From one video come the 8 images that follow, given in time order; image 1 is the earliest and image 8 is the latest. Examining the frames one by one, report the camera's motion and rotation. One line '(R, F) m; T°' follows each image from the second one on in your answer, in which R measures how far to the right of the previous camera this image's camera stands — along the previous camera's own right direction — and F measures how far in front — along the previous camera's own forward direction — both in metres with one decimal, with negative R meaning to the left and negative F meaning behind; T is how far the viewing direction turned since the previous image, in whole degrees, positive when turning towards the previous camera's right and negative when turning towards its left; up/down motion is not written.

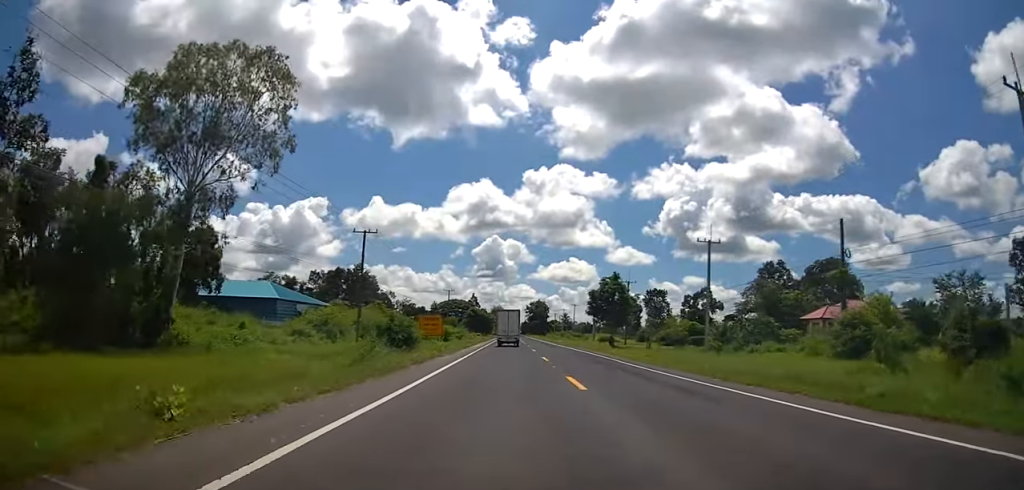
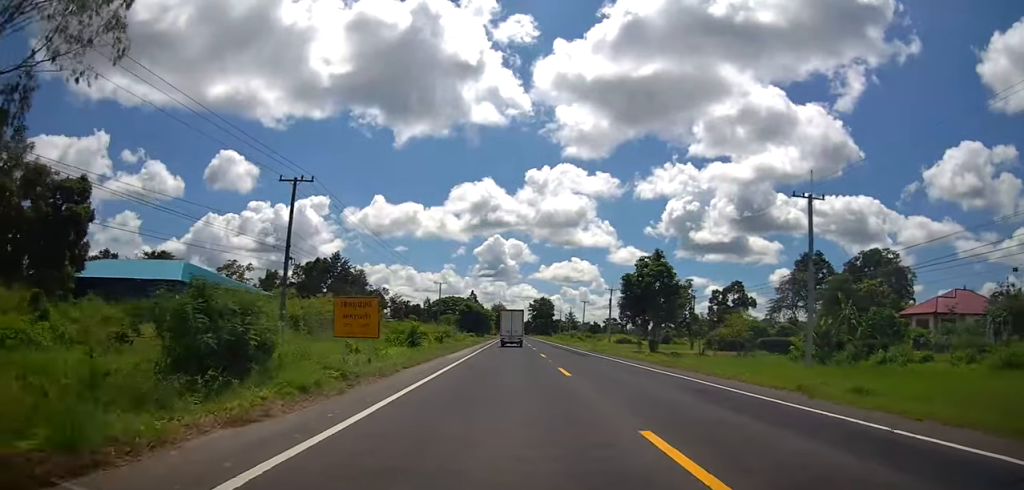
(0.0, +20.1) m; 0°
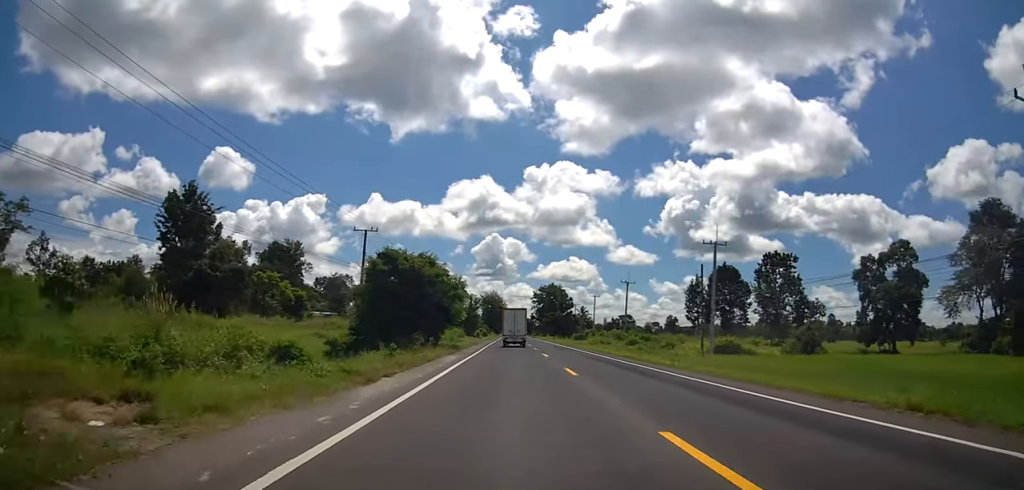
(0.0, +60.5) m; 0°
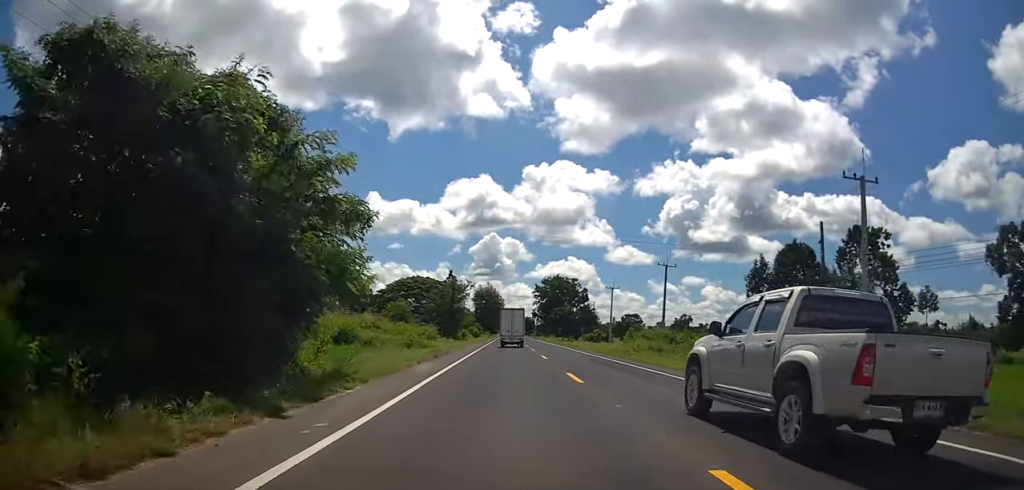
(-0.4, +25.8) m; -2°
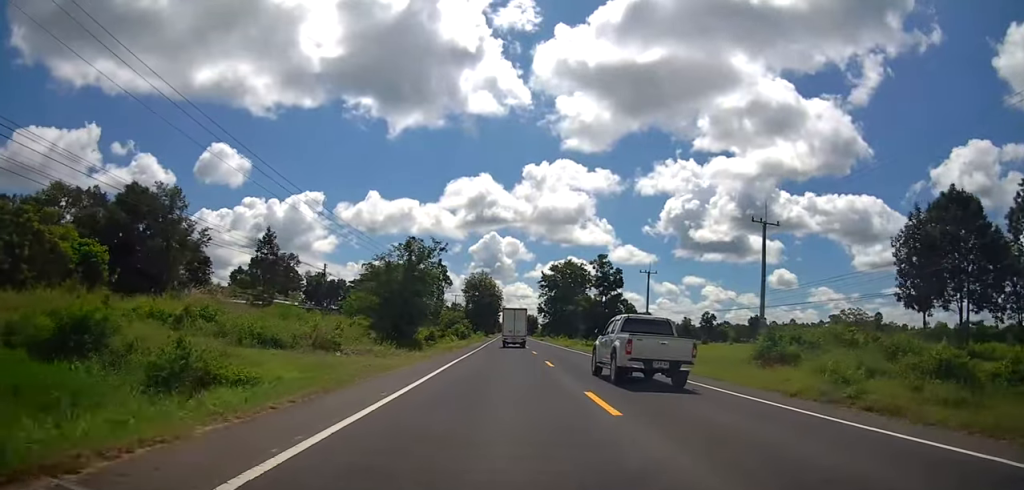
(+0.1, +29.4) m; +2°
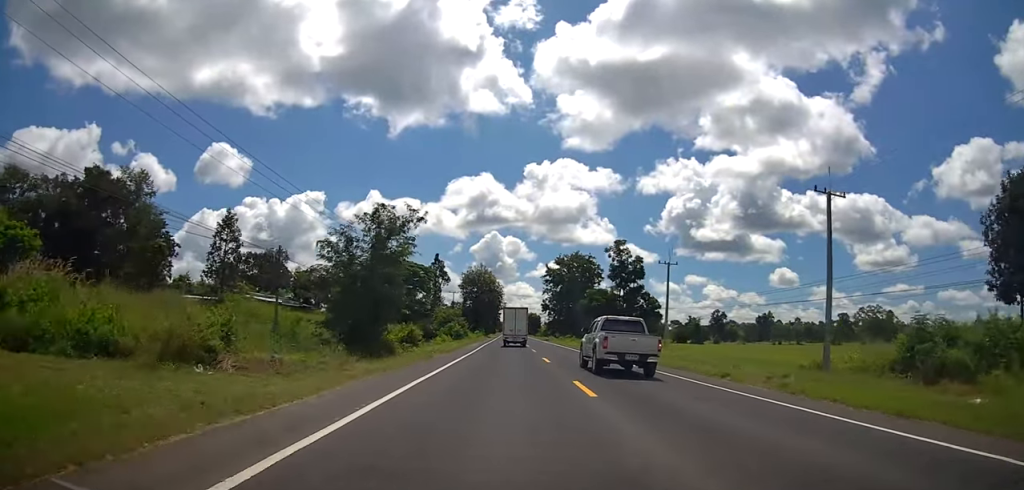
(+0.1, +9.8) m; +1°
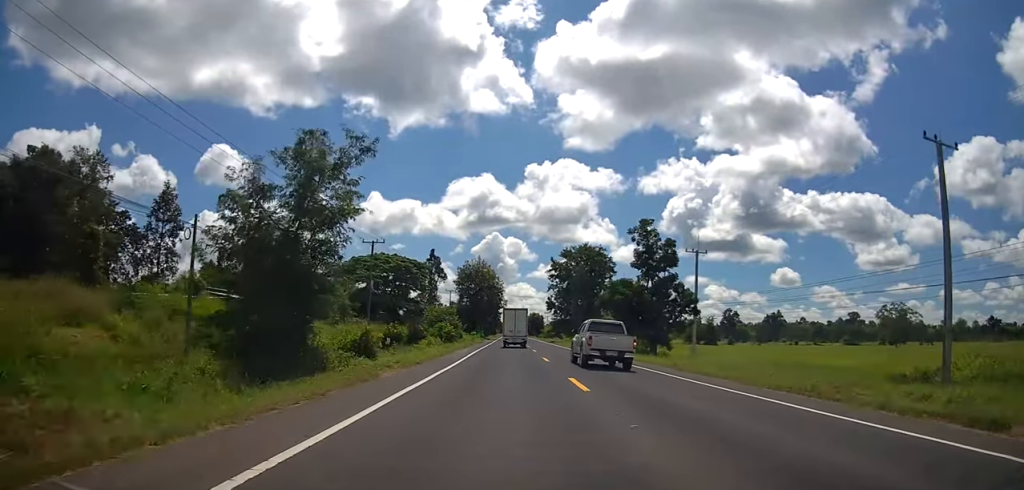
(0.0, +10.8) m; 0°
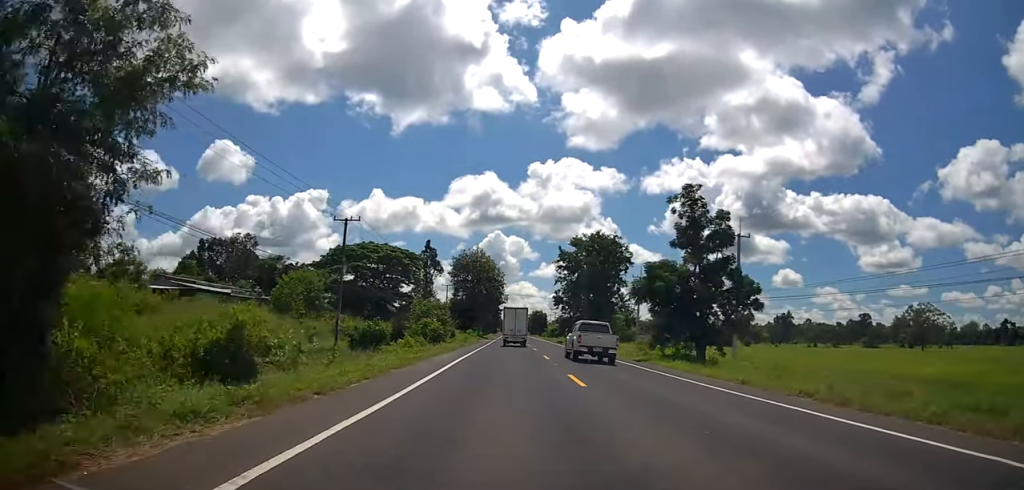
(0.0, +11.2) m; 0°
